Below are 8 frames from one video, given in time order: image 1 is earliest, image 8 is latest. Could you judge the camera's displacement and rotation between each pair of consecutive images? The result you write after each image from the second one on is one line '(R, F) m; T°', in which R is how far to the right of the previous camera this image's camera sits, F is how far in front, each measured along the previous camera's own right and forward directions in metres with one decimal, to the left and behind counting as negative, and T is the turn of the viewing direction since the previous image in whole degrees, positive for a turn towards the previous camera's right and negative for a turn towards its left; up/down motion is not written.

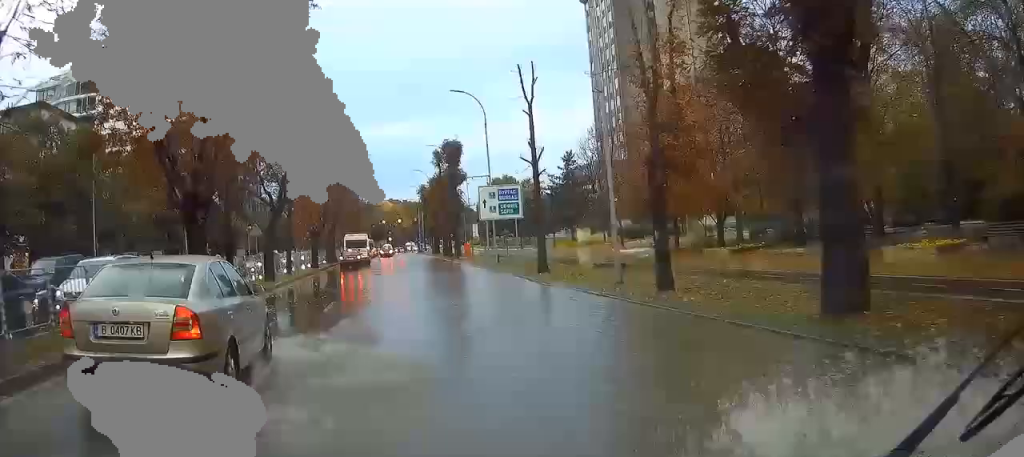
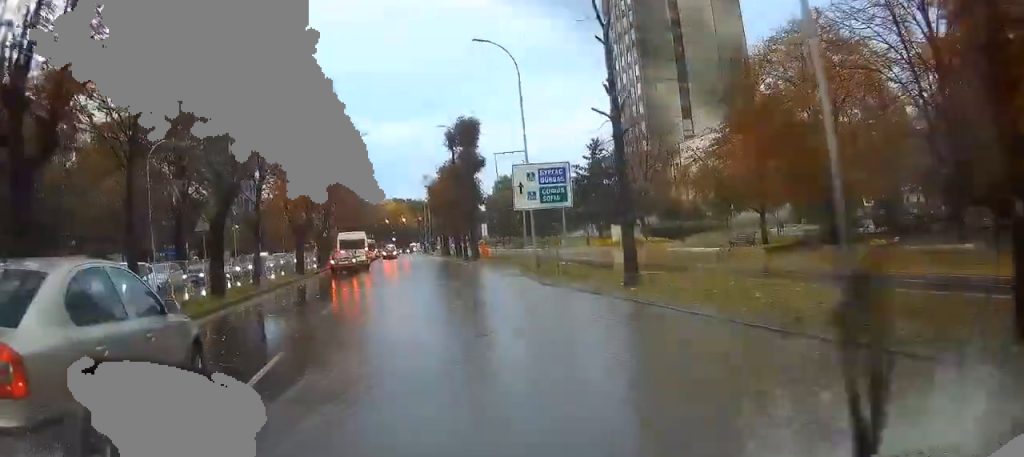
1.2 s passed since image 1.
(+0.1, +9.1) m; +2°
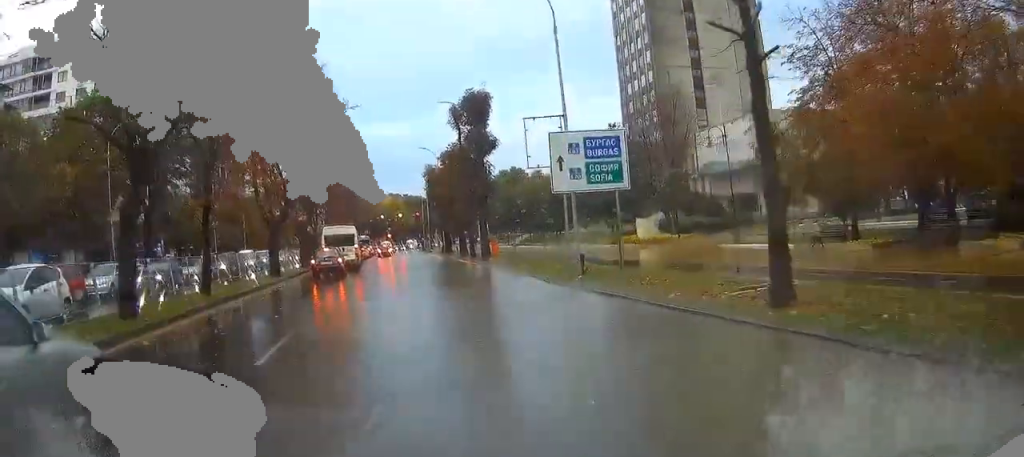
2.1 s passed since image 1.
(+0.1, +6.8) m; 0°
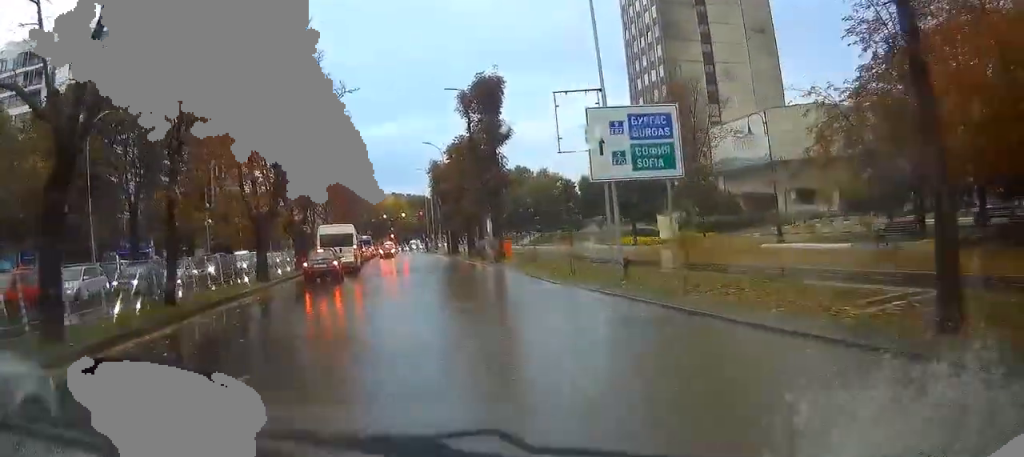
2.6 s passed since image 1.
(0.0, +3.7) m; 0°
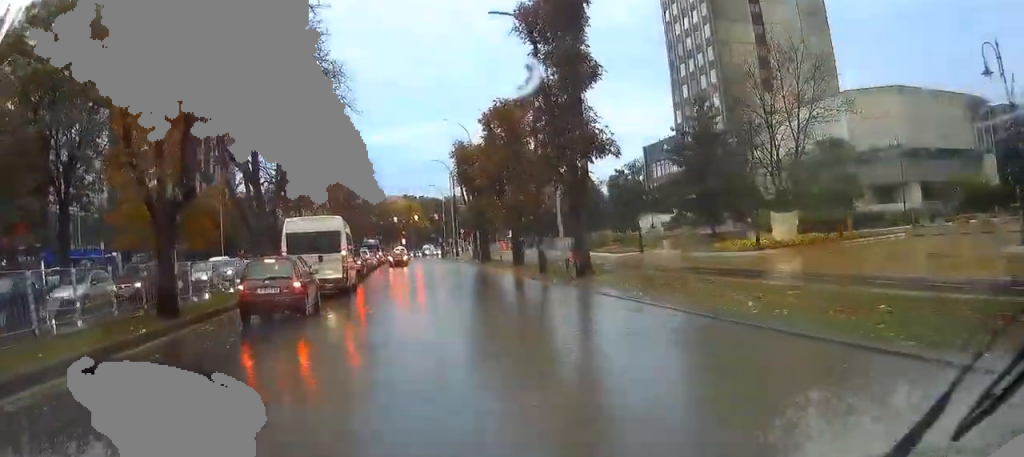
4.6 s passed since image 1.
(-0.2, +13.4) m; 0°
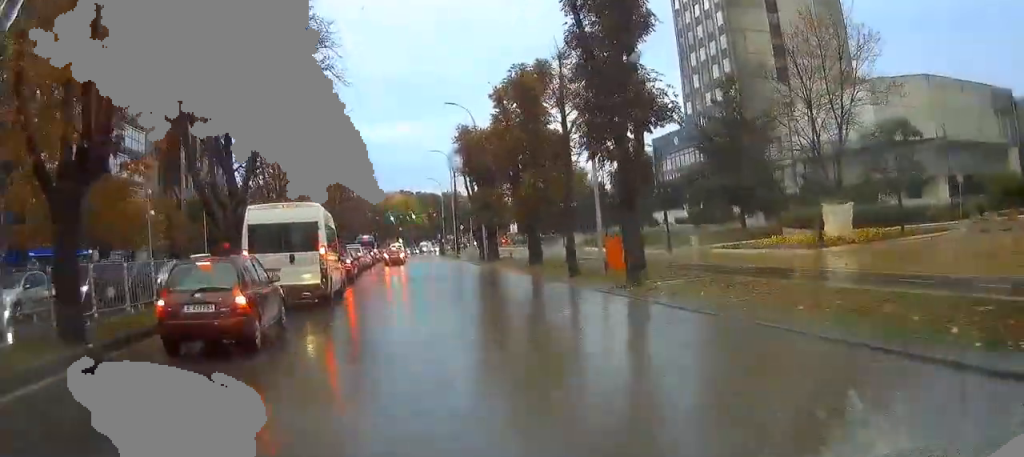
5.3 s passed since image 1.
(0.0, +4.7) m; +1°
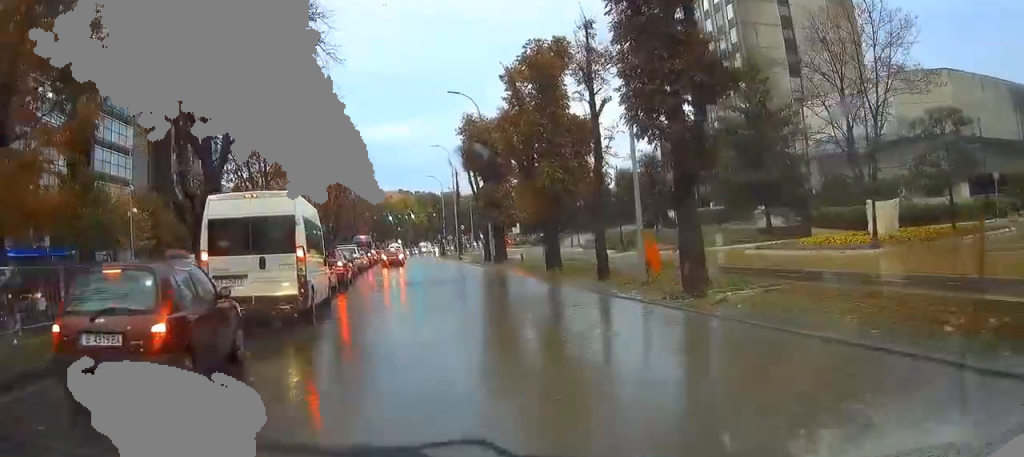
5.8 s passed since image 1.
(0.0, +3.2) m; 0°
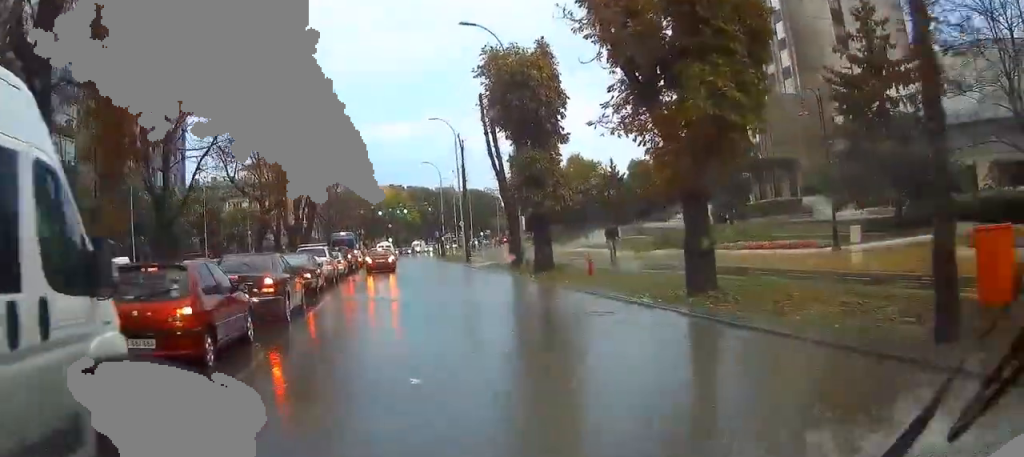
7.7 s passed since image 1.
(0.0, +12.1) m; -1°
